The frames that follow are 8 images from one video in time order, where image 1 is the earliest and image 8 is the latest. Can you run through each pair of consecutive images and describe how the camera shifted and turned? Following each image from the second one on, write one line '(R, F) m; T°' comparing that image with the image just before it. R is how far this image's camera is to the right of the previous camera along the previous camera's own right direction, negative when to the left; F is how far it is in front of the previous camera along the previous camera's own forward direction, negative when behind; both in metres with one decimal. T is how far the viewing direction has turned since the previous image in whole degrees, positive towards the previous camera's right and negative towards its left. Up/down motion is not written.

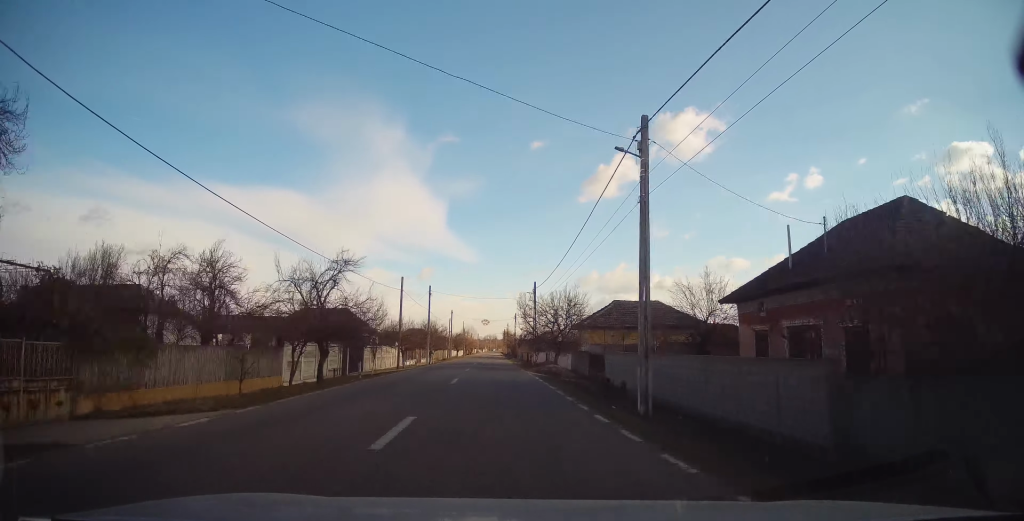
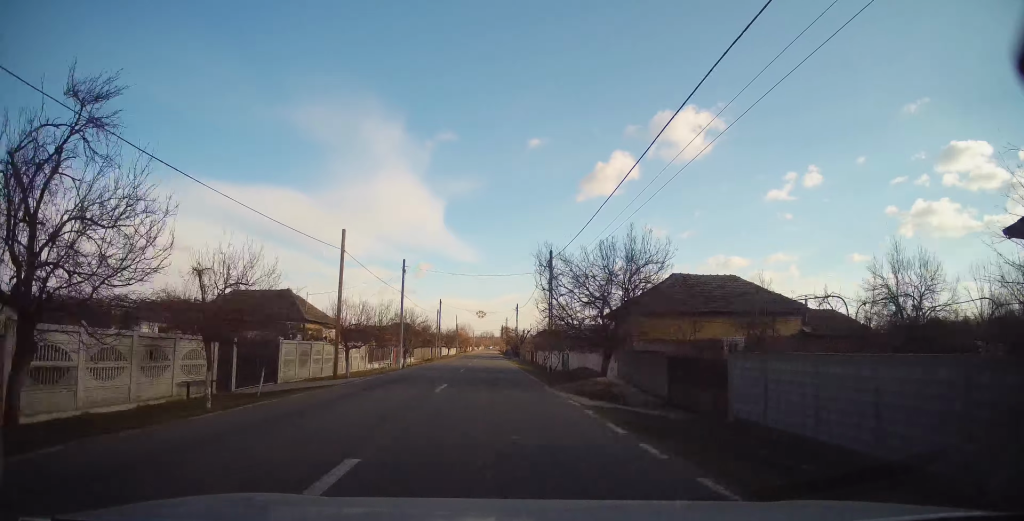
(+0.3, +15.2) m; +1°
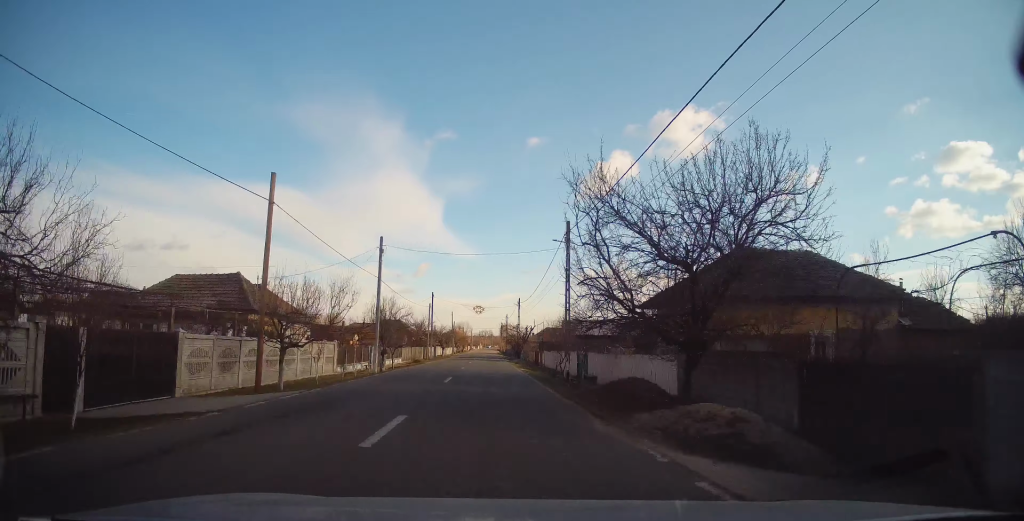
(+0.1, +8.2) m; 0°
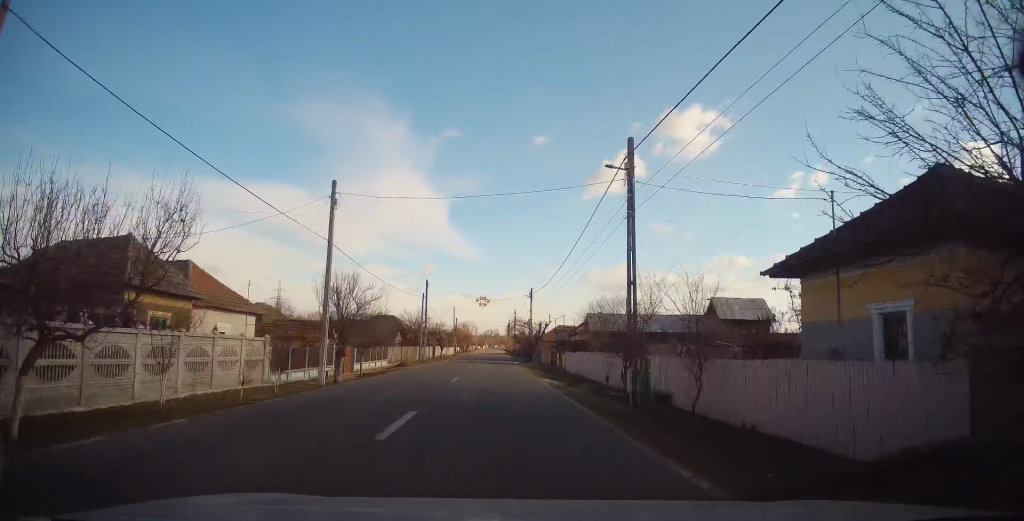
(+0.1, +10.9) m; -1°
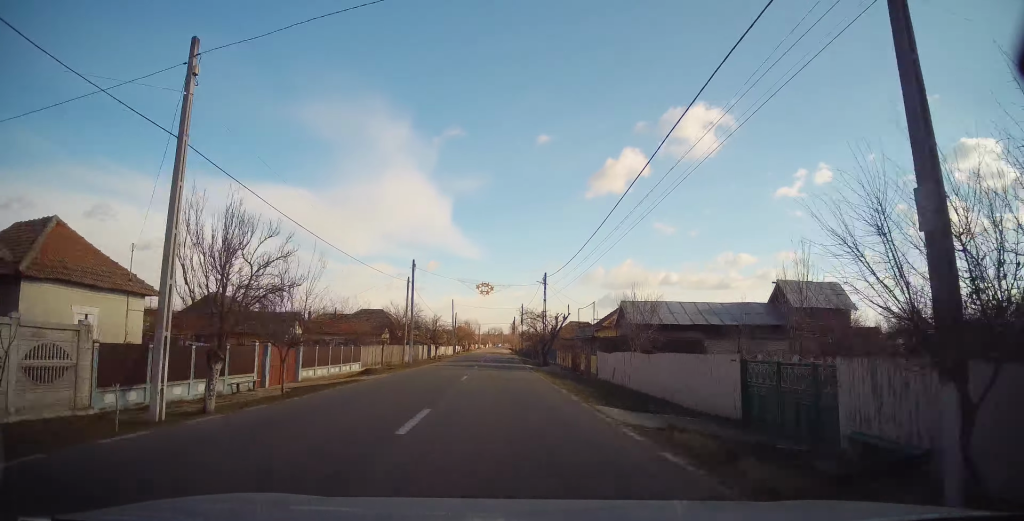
(-0.4, +11.5) m; 0°
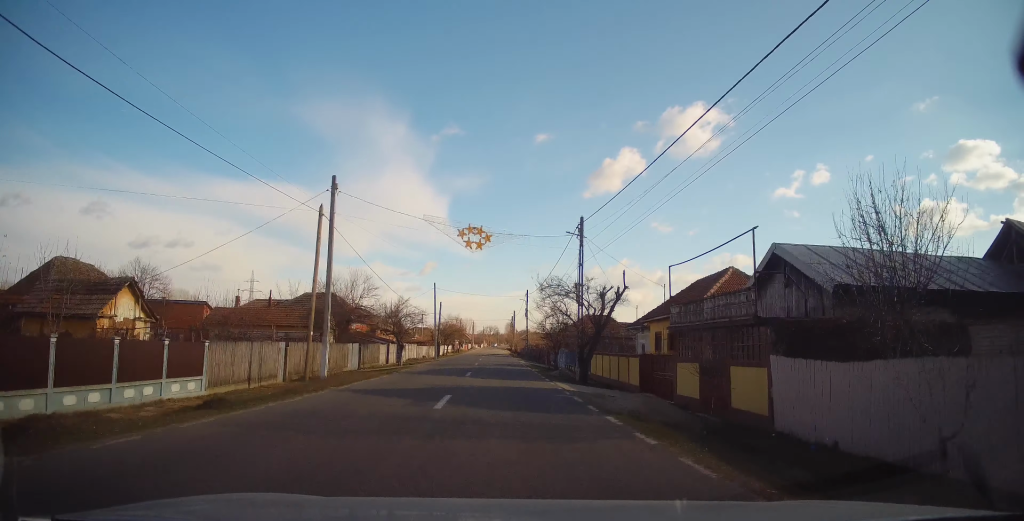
(+0.4, +19.9) m; 0°
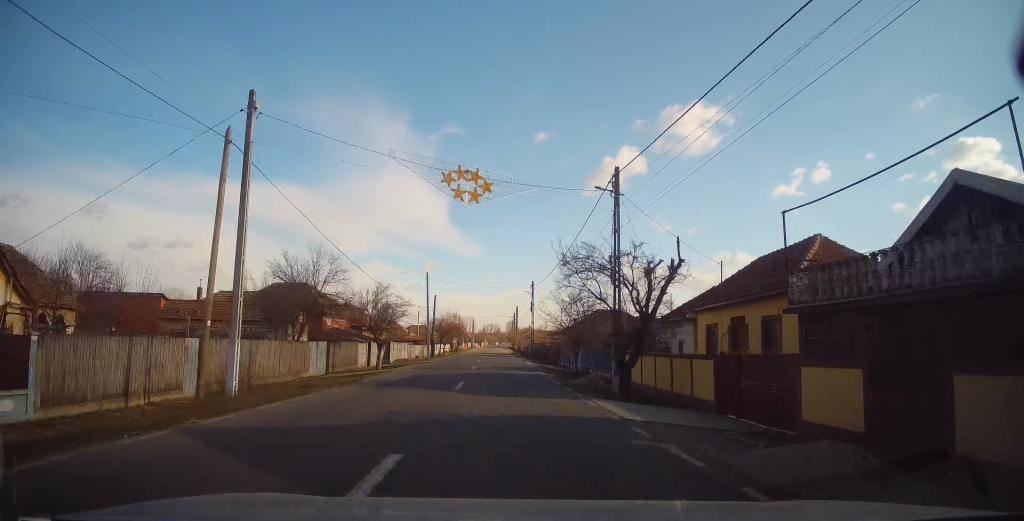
(-0.3, +7.6) m; 0°
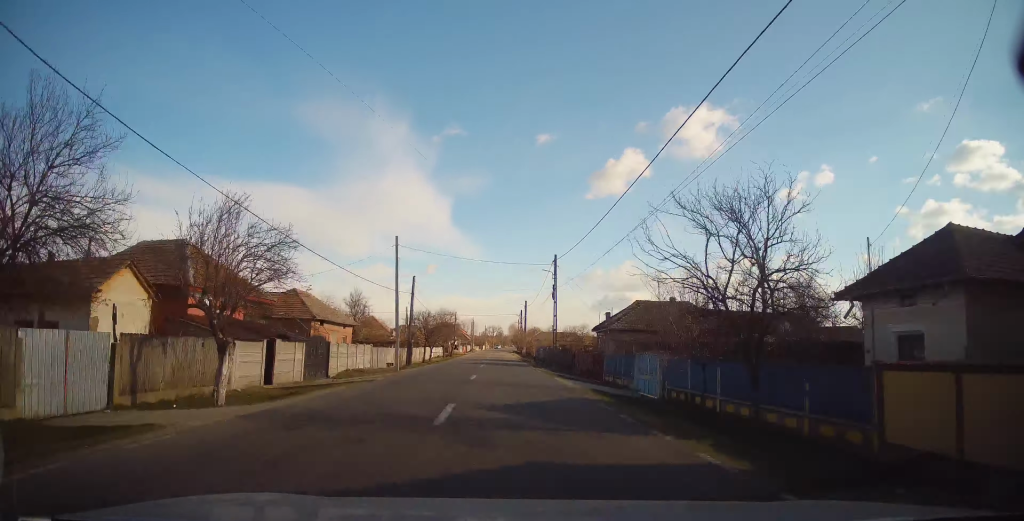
(+0.2, +18.5) m; +2°
